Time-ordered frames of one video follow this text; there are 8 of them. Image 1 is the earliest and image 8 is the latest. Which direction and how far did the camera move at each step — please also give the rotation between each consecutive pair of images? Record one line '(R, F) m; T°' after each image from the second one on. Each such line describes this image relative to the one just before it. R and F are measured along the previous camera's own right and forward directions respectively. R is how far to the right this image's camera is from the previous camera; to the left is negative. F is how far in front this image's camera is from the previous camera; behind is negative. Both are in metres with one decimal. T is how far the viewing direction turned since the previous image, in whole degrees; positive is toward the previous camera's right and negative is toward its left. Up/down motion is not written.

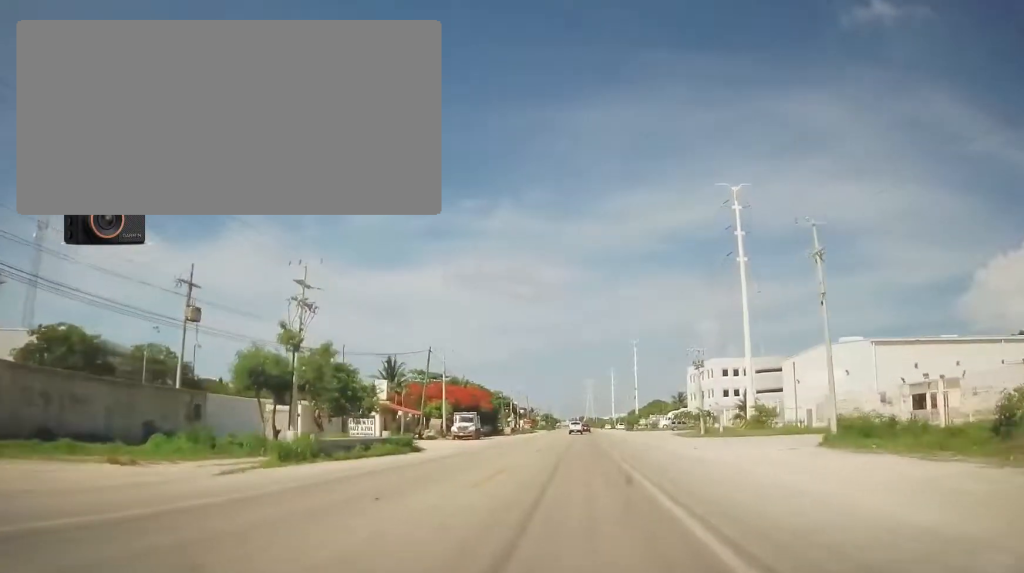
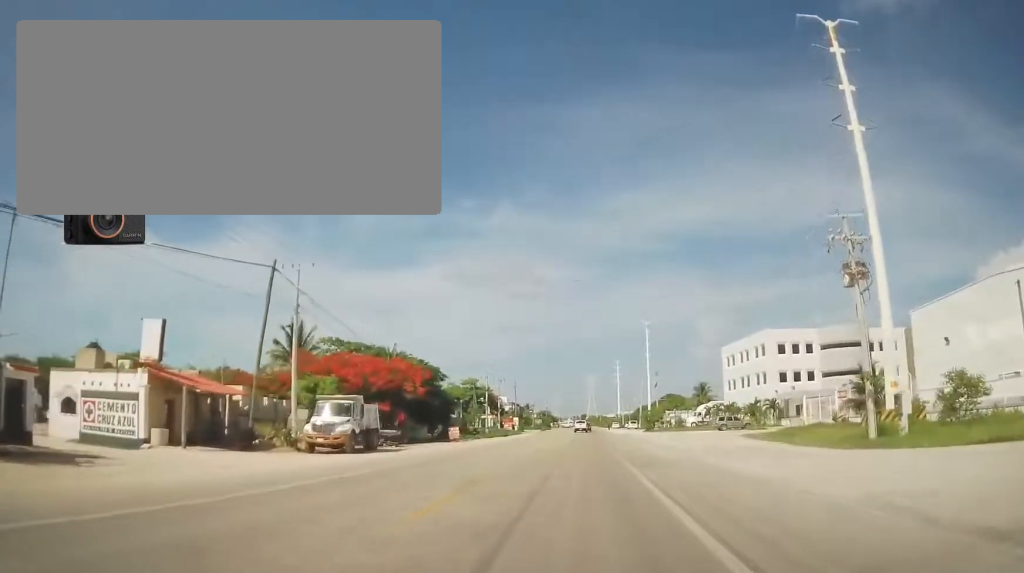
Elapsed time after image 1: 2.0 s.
(+0.4, +33.3) m; 0°
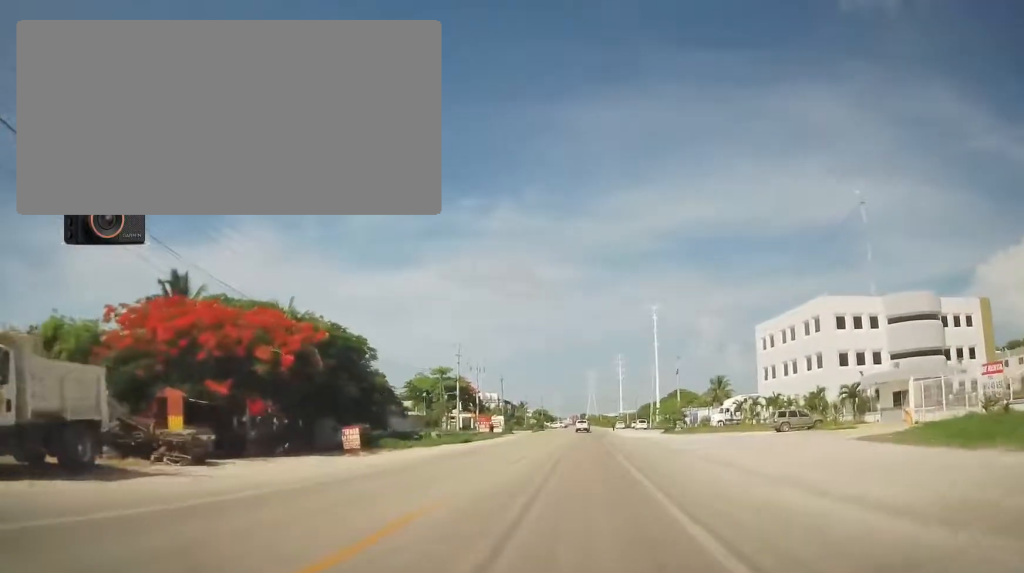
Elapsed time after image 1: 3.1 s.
(+0.1, +21.1) m; +3°
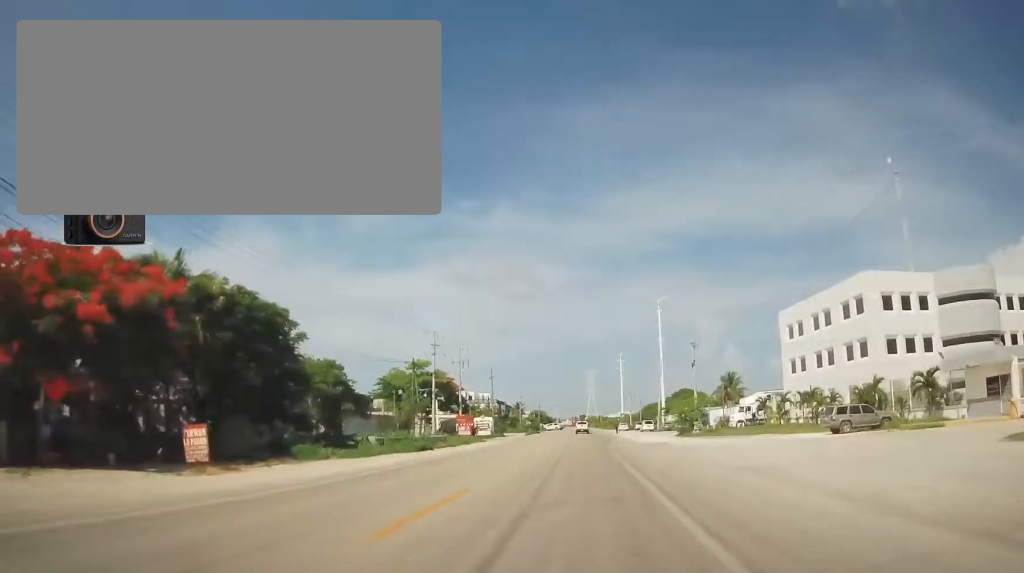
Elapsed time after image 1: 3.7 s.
(+0.5, +11.5) m; 0°
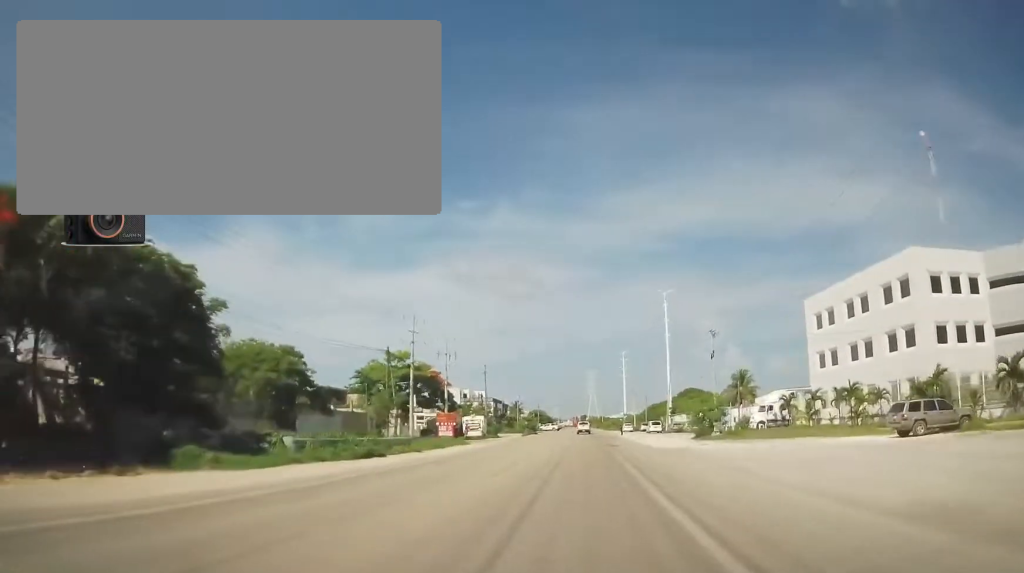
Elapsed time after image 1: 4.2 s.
(+0.4, +8.4) m; 0°
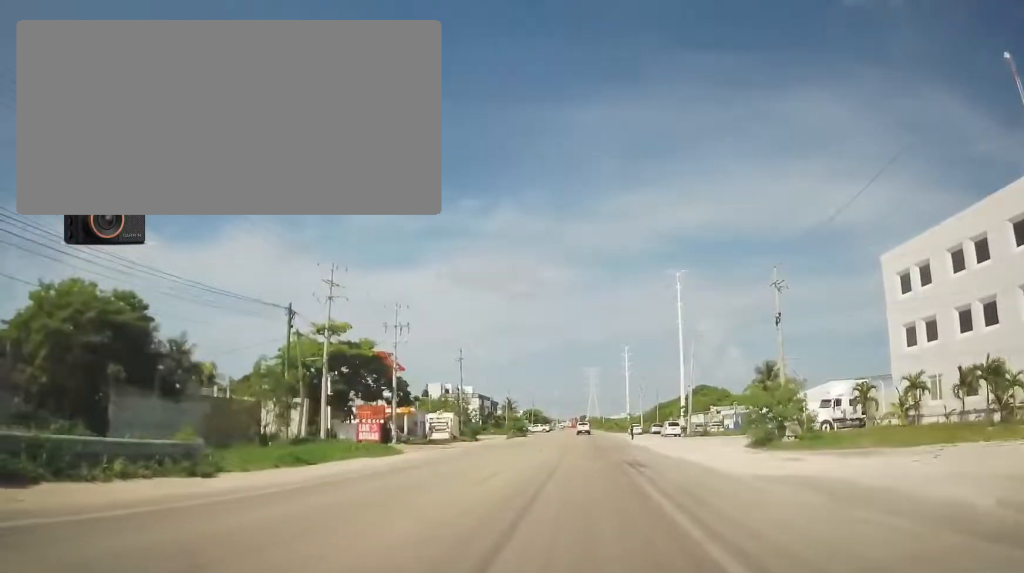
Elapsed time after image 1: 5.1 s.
(-0.9, +18.3) m; -1°
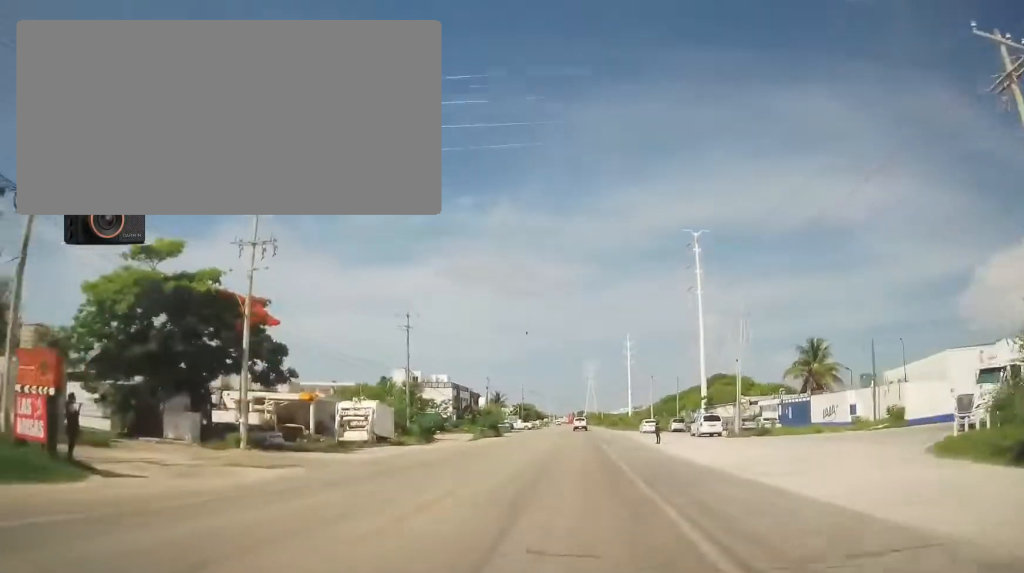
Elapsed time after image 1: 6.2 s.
(+0.5, +22.1) m; +1°
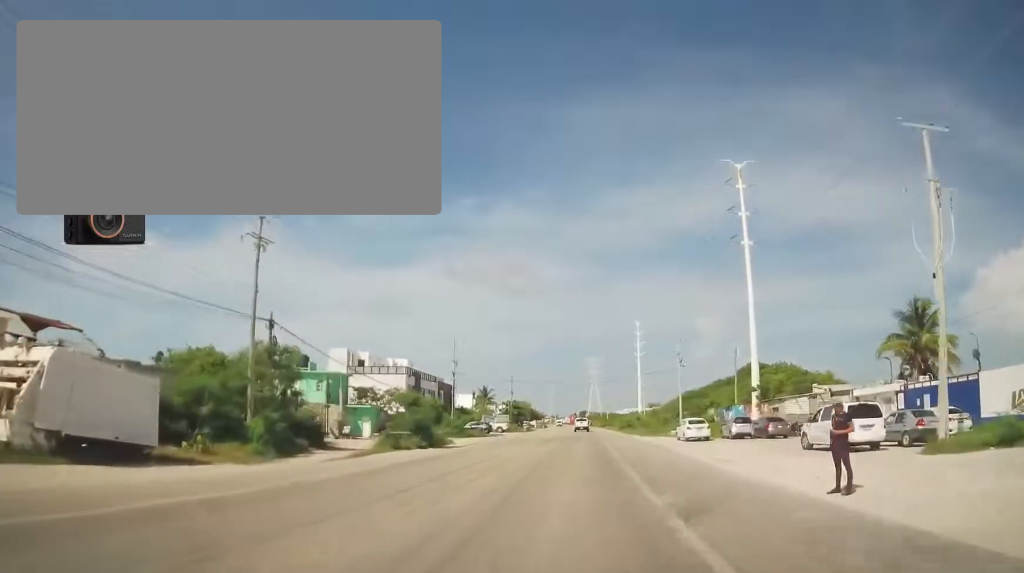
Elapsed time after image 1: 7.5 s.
(-0.2, +26.7) m; -2°
